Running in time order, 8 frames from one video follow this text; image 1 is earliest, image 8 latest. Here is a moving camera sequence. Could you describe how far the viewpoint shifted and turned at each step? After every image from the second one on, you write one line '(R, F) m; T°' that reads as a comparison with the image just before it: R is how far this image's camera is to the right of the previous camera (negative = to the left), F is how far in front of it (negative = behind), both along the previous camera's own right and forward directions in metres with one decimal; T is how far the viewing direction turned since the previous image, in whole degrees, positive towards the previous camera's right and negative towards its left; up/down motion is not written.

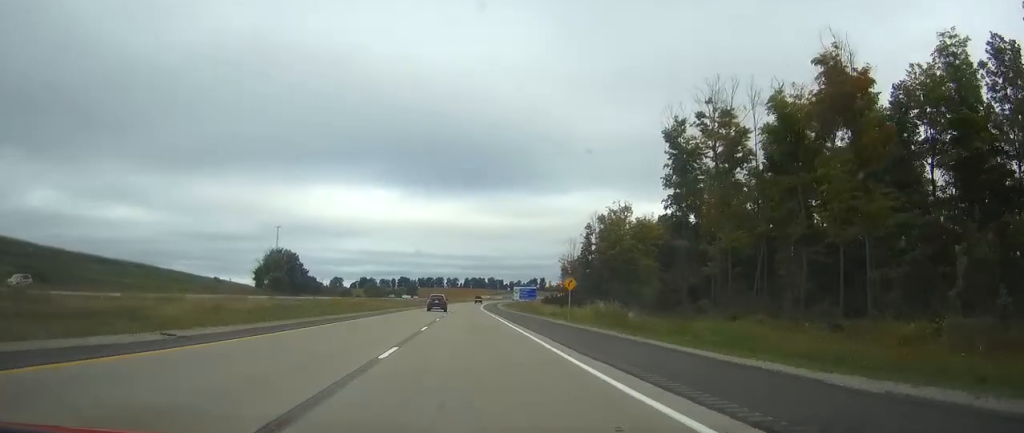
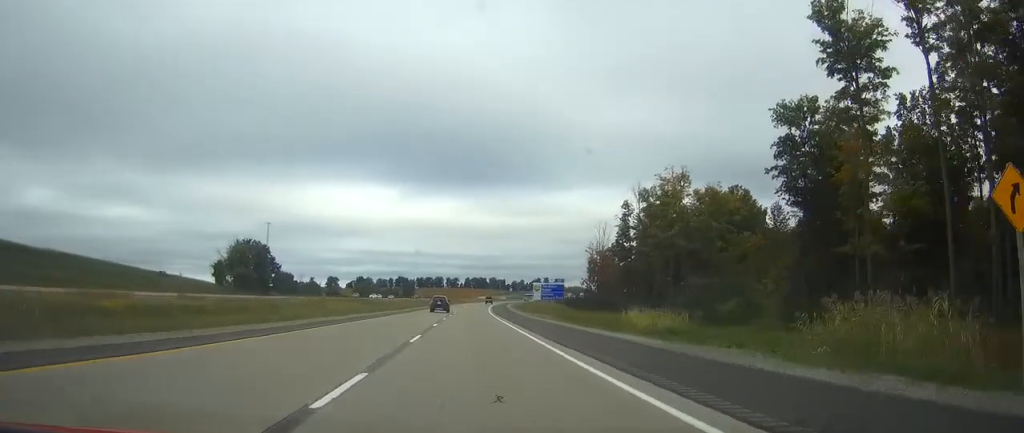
(+0.1, +41.9) m; 0°
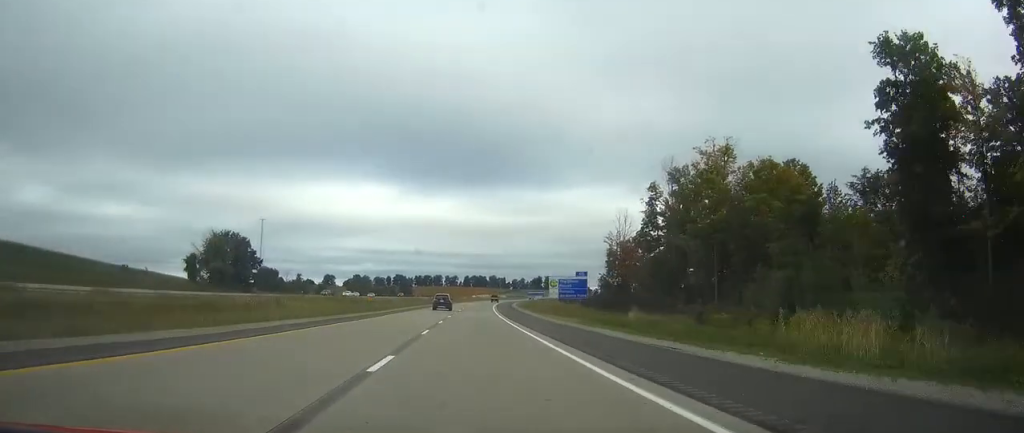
(0.0, +20.9) m; 0°
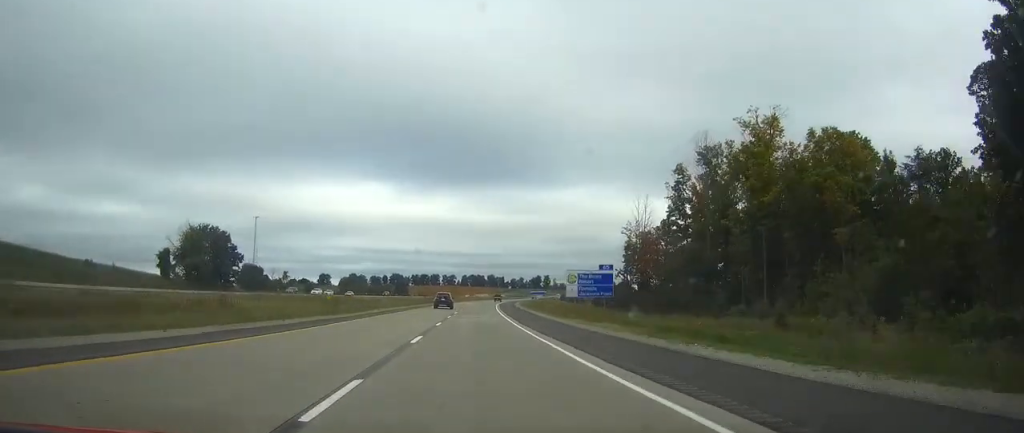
(0.0, +16.6) m; 0°
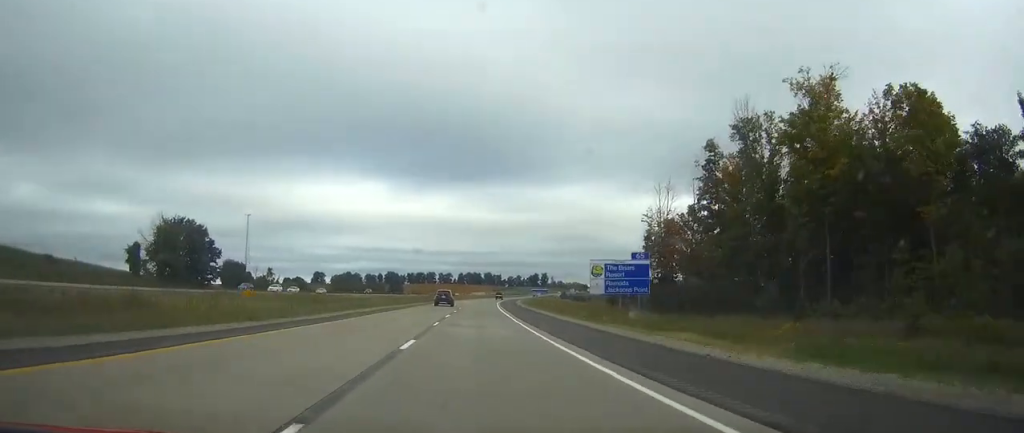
(-0.1, +15.5) m; 0°
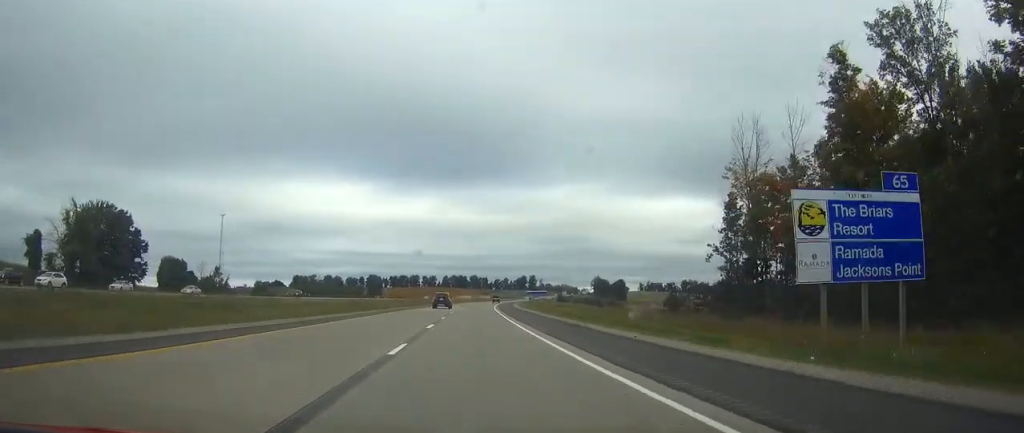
(+0.5, +37.6) m; +1°
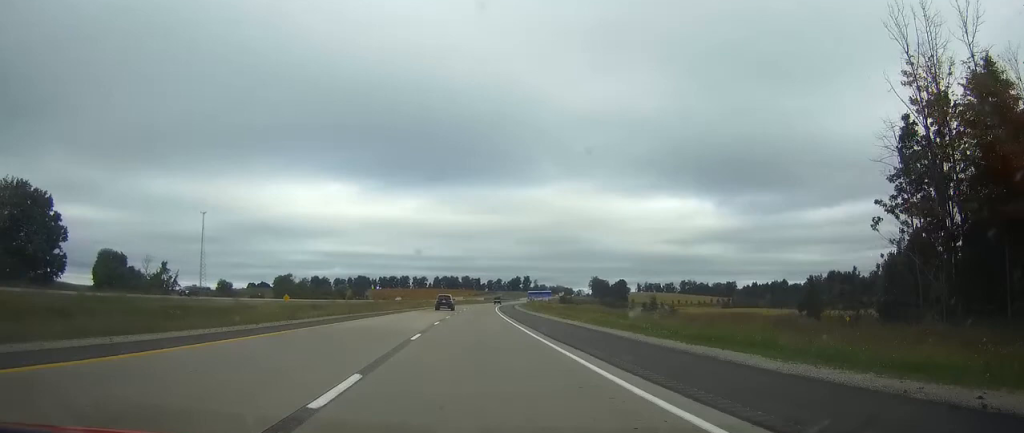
(+0.1, +31.0) m; 0°
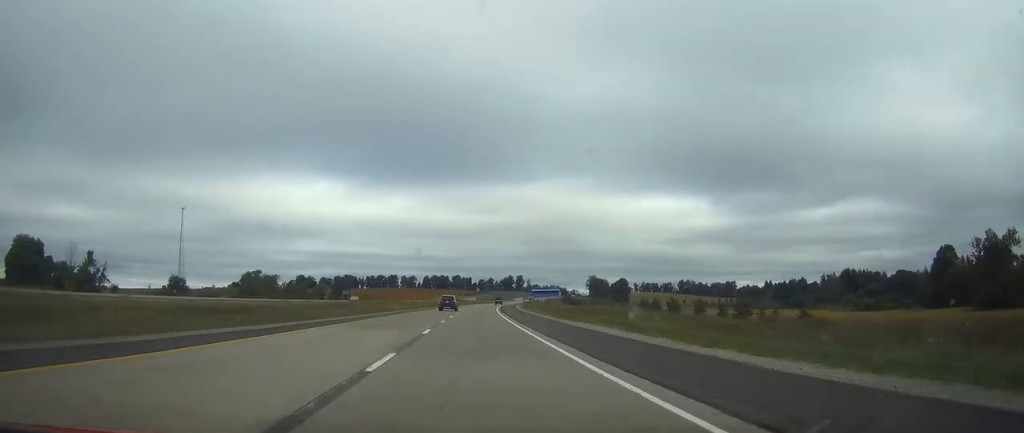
(+0.2, +32.1) m; +1°
